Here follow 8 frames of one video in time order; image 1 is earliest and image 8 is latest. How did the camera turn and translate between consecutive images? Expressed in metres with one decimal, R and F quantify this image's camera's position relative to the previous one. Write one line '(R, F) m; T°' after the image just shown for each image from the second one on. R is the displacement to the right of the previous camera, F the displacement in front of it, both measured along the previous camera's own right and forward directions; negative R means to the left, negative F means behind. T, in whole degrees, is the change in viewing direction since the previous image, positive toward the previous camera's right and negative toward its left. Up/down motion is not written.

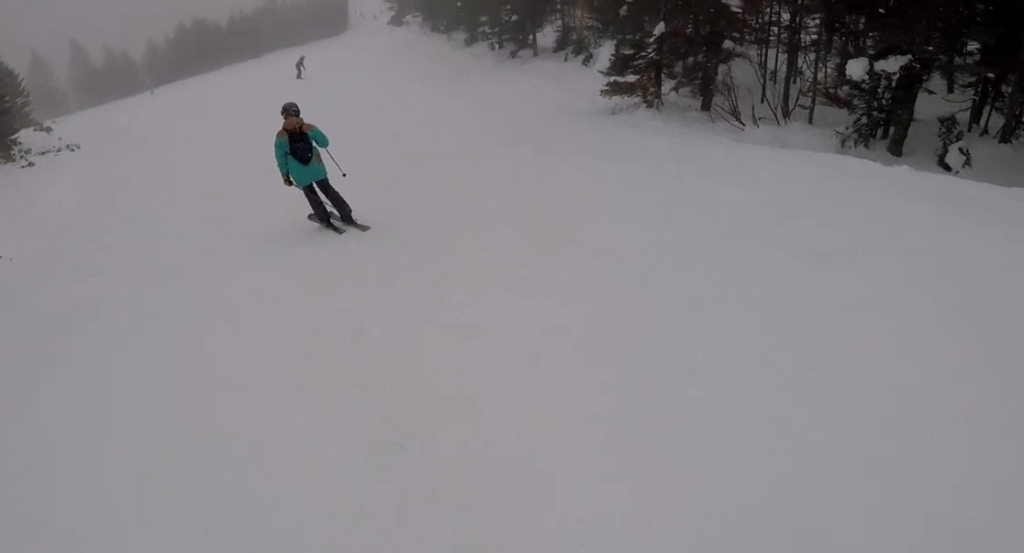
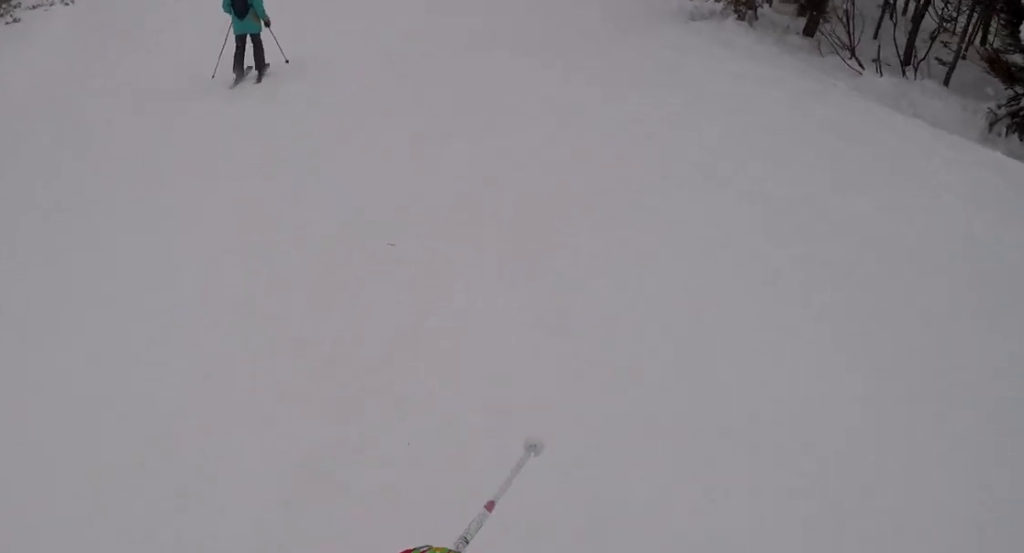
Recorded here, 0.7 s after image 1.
(+0.4, +2.8) m; -1°
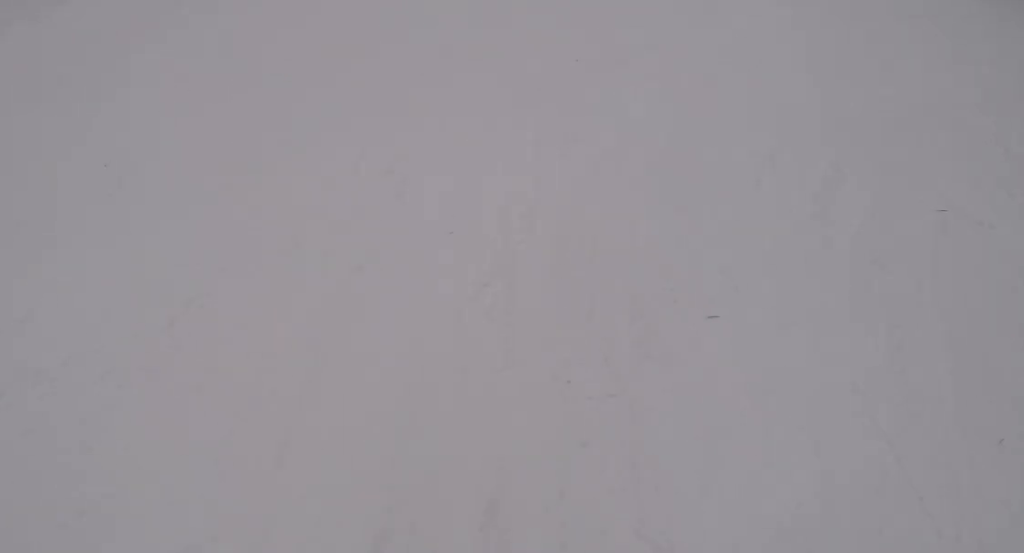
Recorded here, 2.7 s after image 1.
(-2.8, +8.1) m; -30°
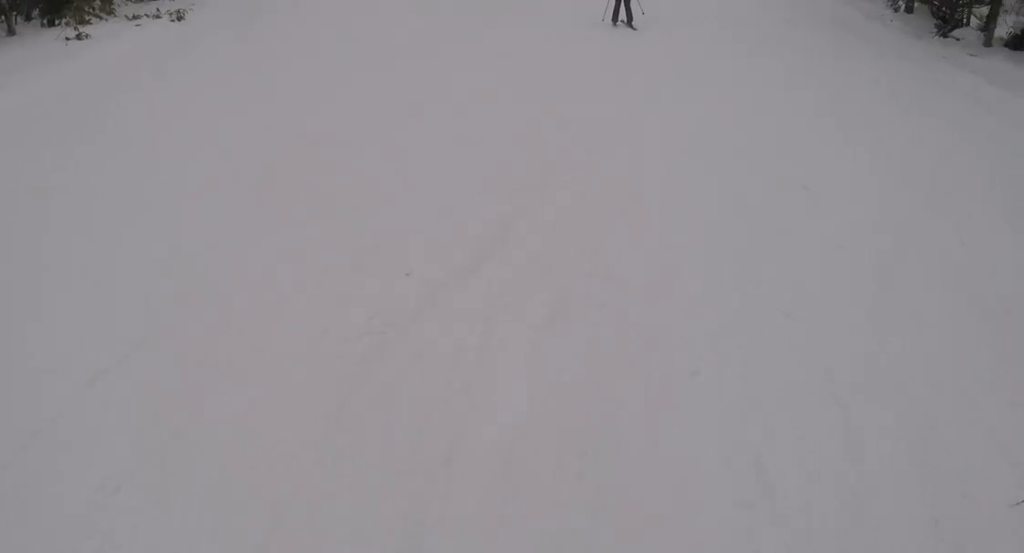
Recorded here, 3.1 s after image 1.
(-0.6, +2.2) m; +1°
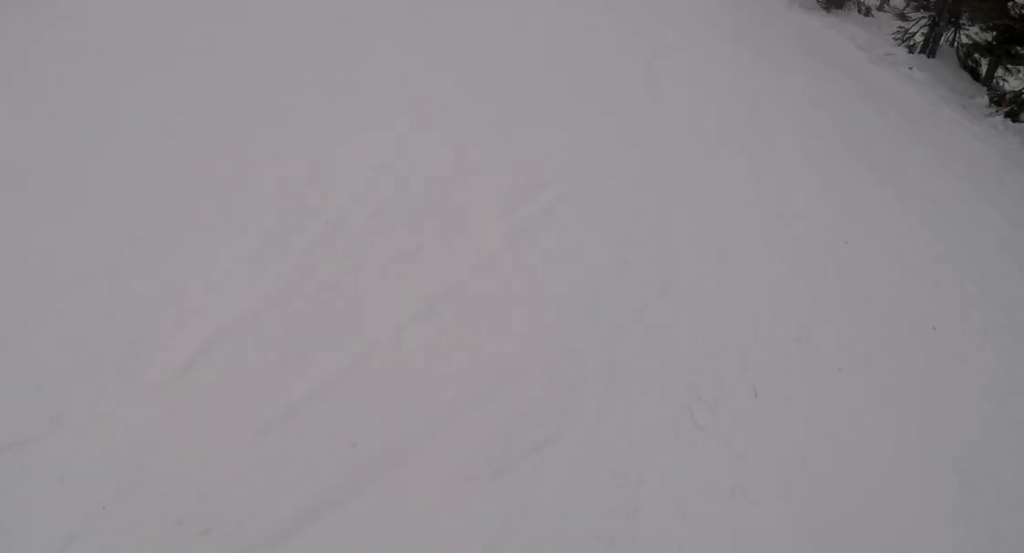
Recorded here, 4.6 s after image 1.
(+2.8, +7.7) m; +24°
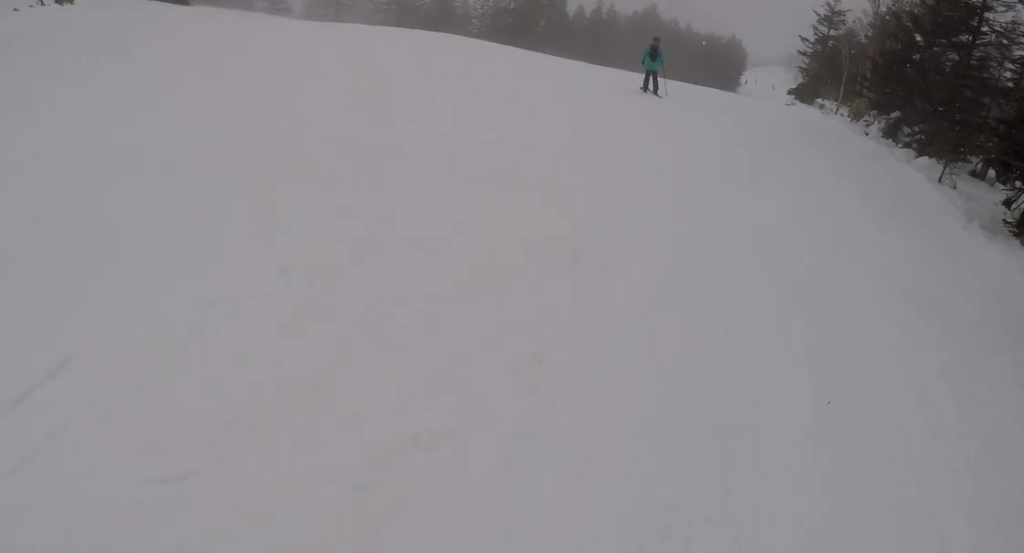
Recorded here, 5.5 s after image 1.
(+0.3, +5.4) m; -7°
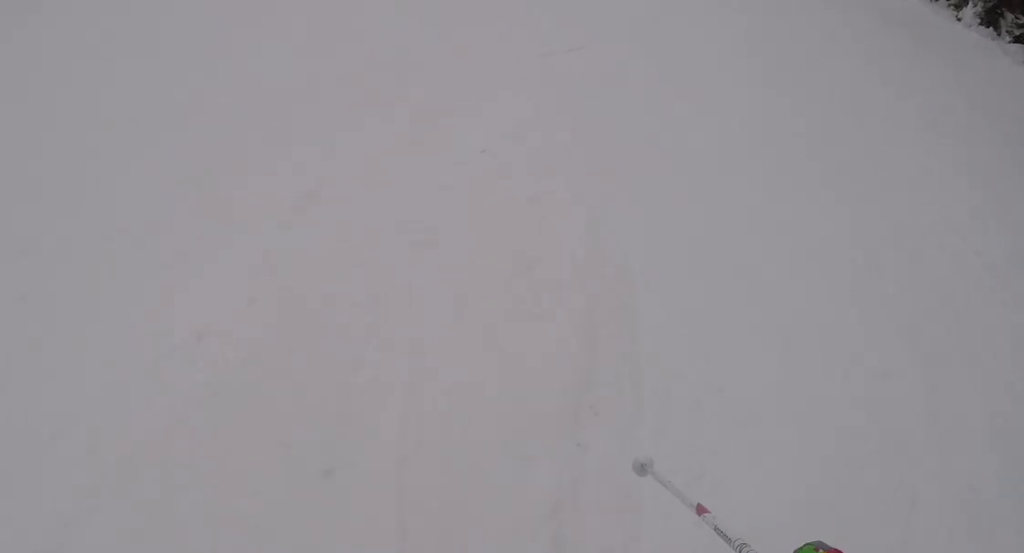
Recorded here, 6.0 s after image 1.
(-0.3, +3.5) m; -12°
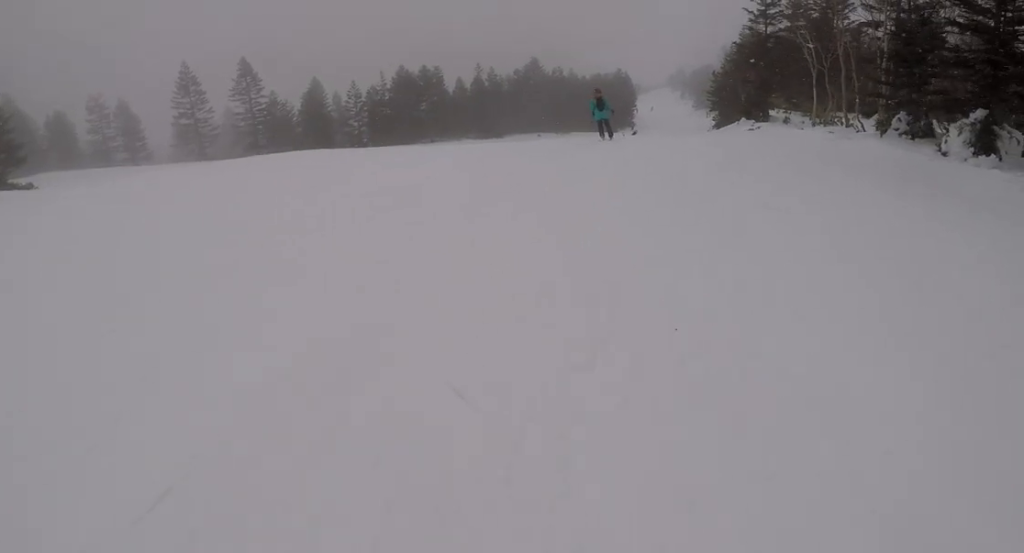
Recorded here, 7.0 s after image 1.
(-1.0, +5.5) m; -4°
